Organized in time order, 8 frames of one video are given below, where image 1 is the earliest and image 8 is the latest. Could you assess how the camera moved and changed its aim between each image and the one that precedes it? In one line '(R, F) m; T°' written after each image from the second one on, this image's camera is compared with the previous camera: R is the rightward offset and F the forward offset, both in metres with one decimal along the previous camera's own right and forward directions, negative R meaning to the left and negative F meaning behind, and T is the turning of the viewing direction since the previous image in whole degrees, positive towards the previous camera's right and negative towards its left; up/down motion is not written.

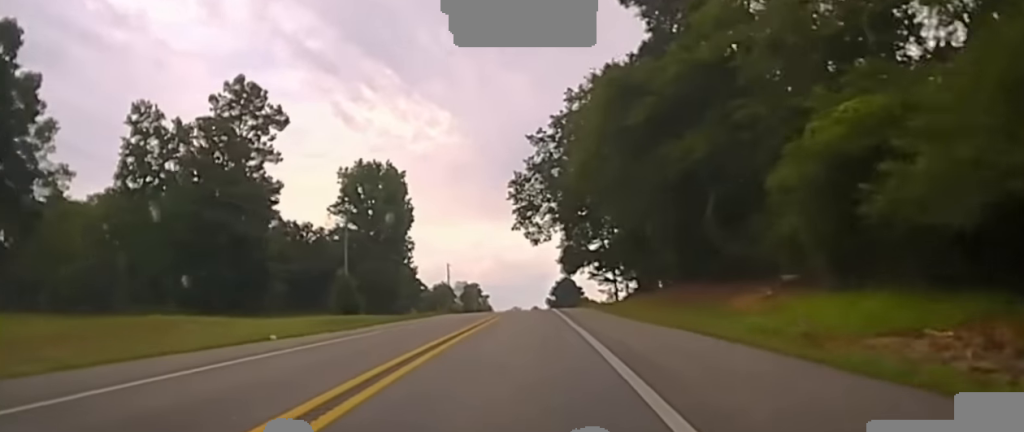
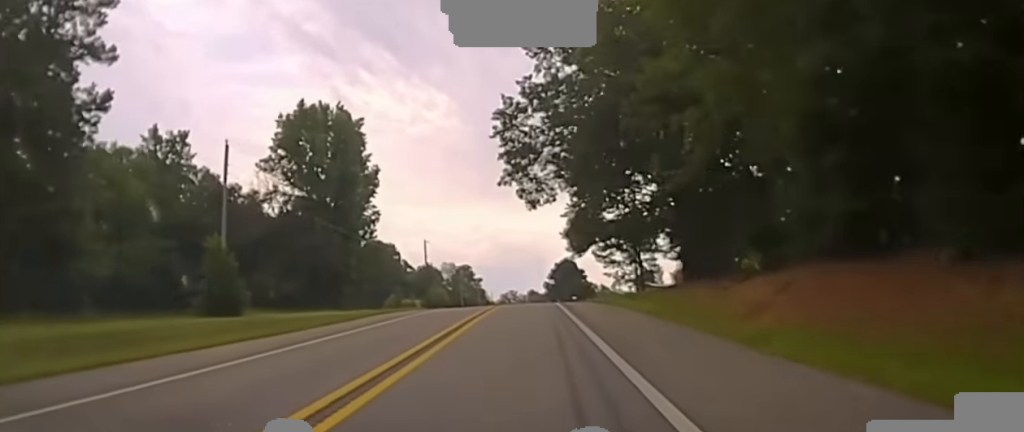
(0.0, +30.1) m; 0°
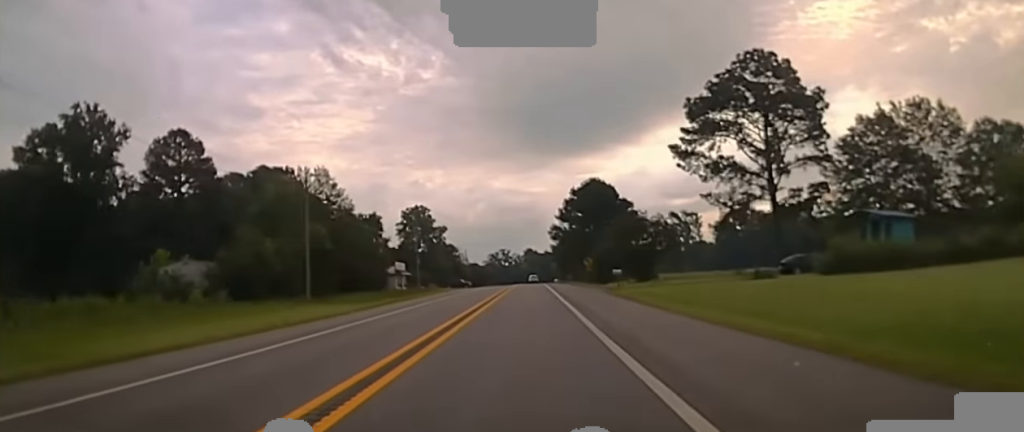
(-0.2, +123.2) m; 0°
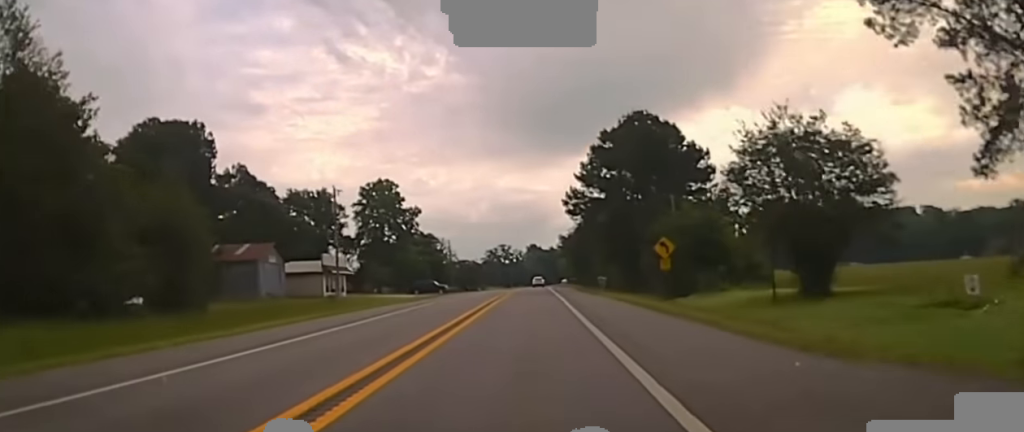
(0.0, +46.6) m; 0°
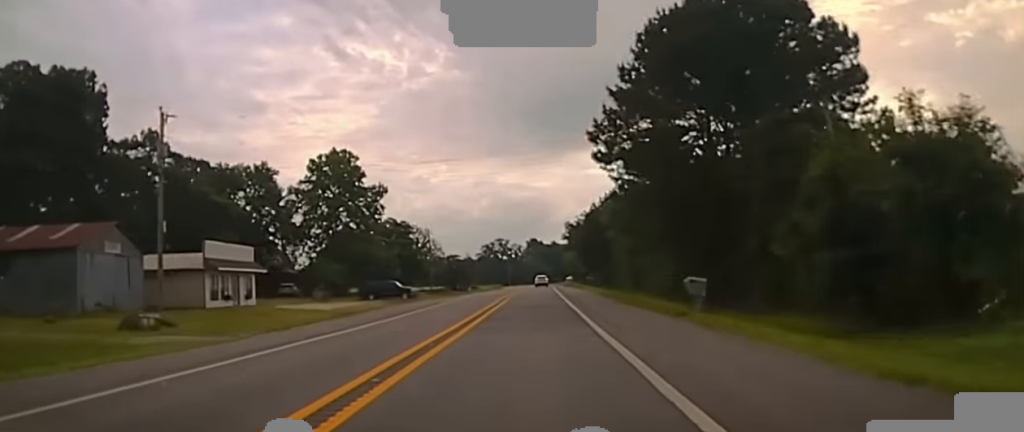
(+0.3, +32.7) m; 0°
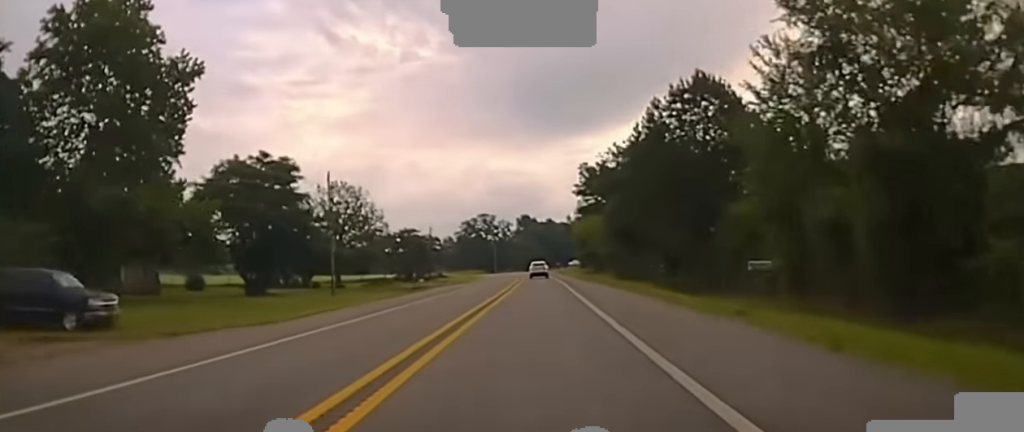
(-0.4, +62.9) m; 0°
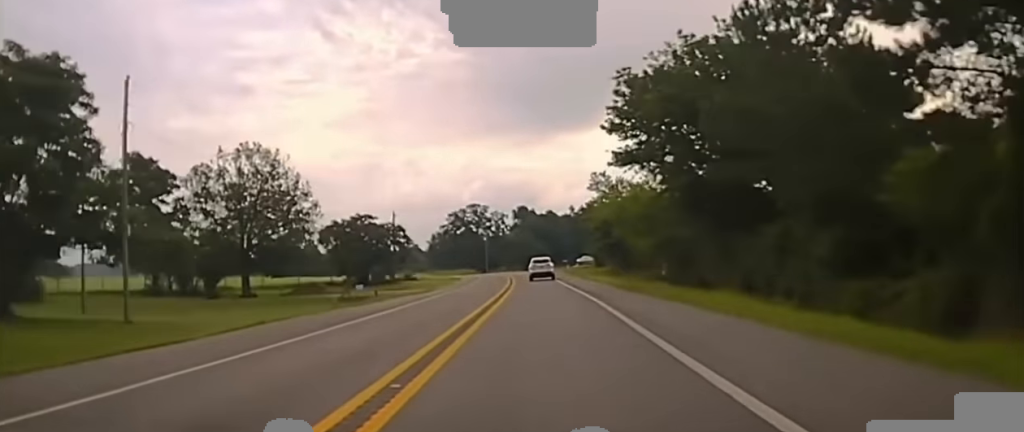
(+0.1, +39.2) m; 0°
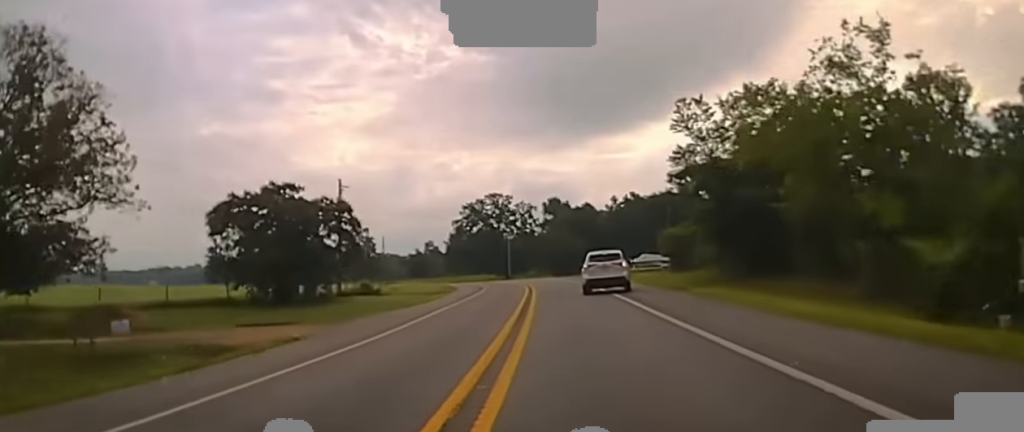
(-0.2, +47.8) m; -1°
